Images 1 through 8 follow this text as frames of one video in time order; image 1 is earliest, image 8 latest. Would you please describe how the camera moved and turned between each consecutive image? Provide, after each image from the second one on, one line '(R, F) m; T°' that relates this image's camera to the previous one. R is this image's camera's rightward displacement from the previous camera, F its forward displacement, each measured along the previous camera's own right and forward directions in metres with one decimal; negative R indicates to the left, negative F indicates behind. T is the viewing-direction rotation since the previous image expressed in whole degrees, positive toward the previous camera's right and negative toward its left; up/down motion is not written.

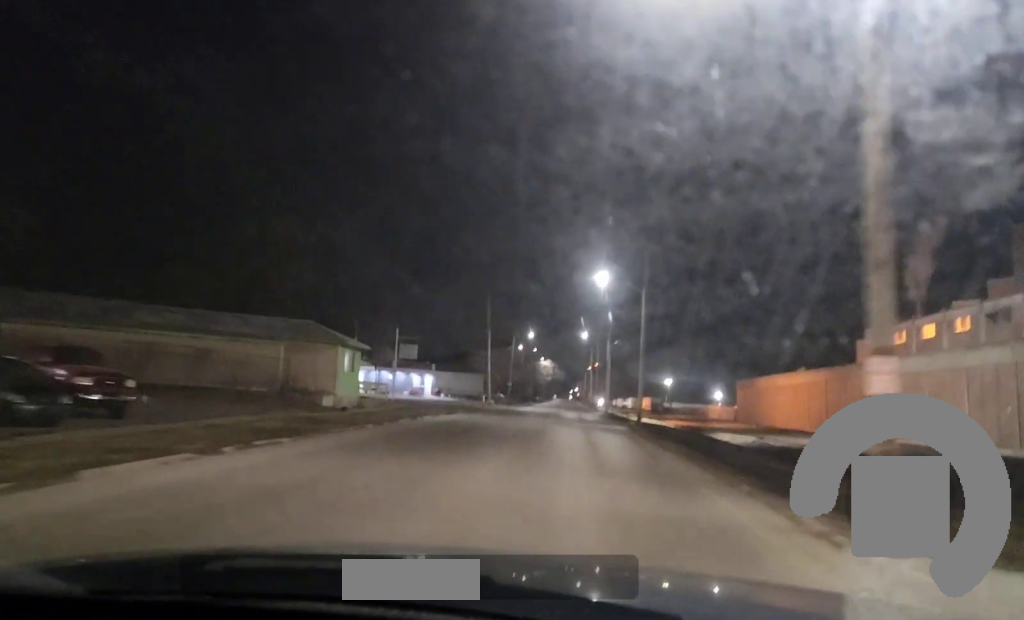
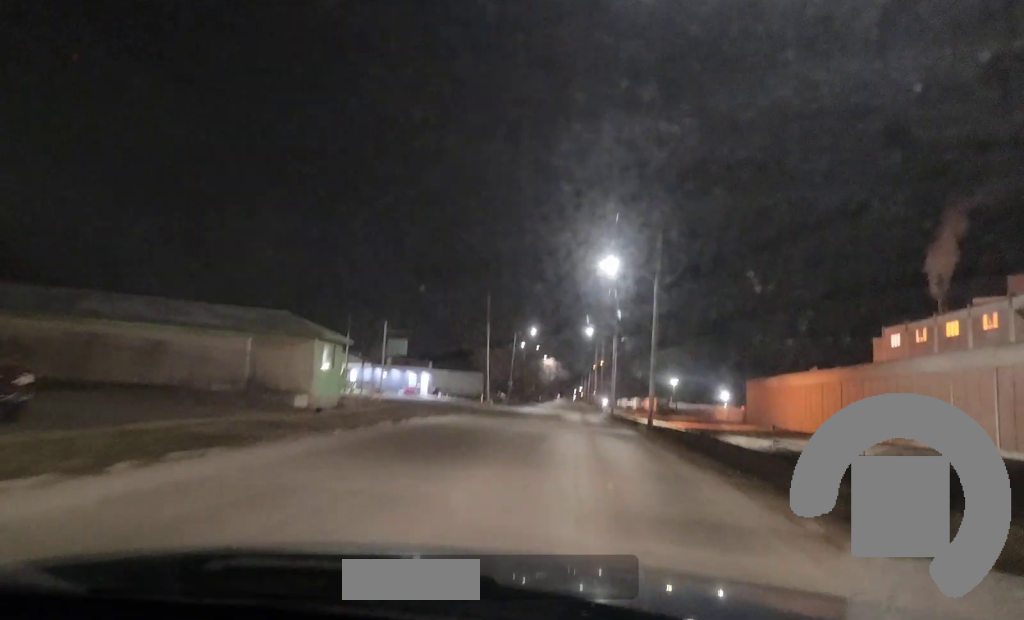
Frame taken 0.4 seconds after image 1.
(+0.1, +4.2) m; 0°
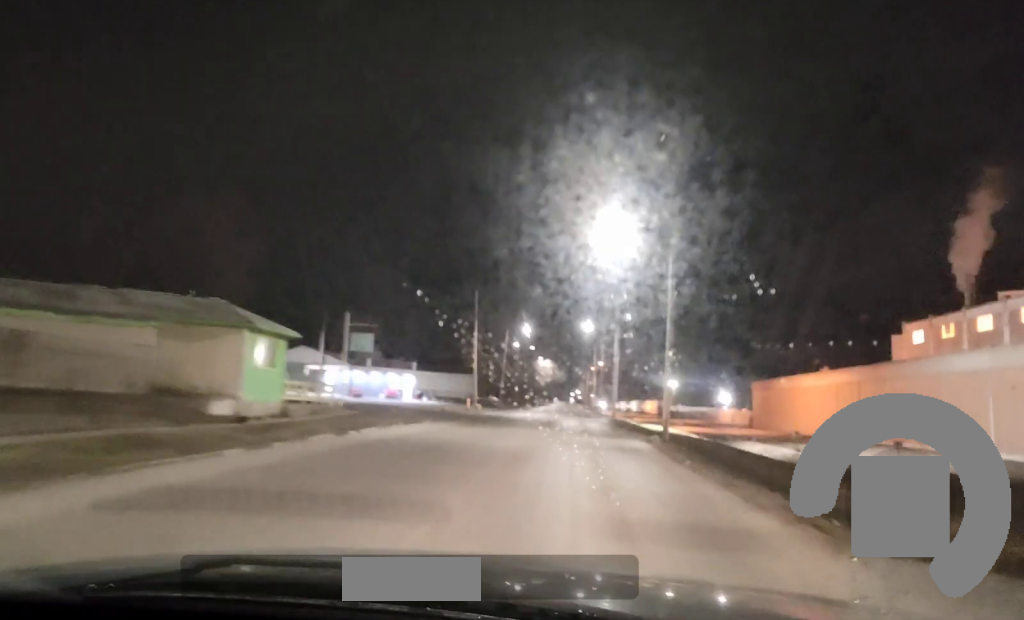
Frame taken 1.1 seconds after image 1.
(-0.1, +7.3) m; 0°
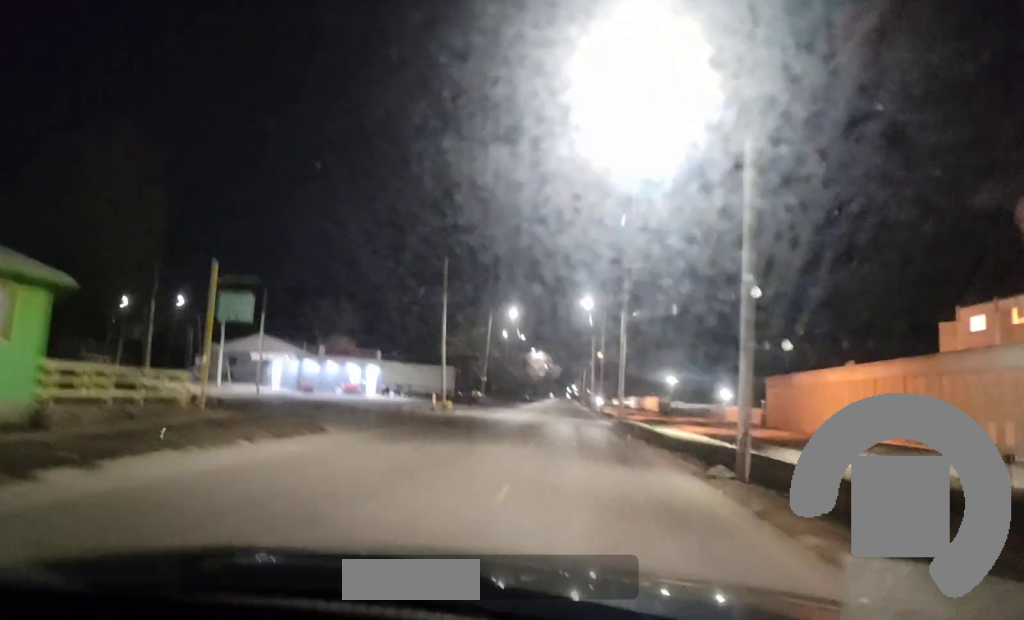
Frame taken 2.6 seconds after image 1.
(0.0, +16.3) m; 0°
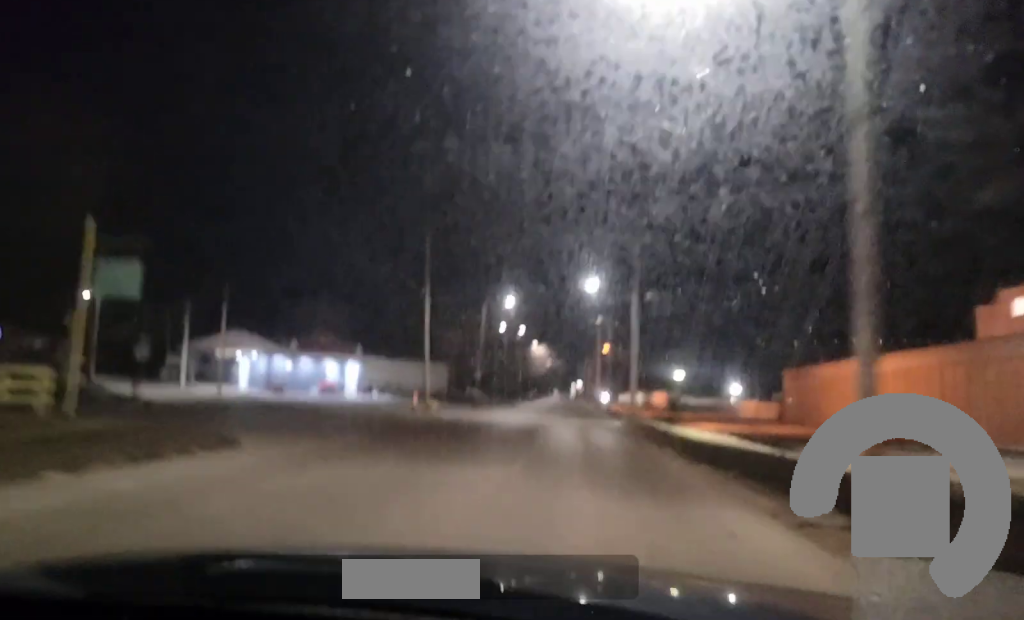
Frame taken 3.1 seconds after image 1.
(0.0, +6.4) m; 0°
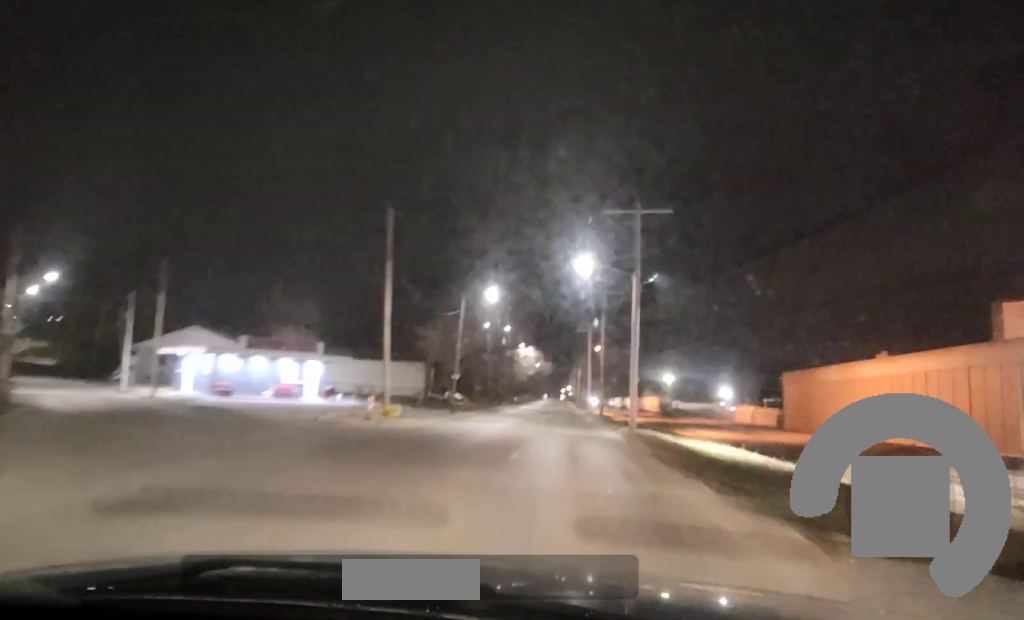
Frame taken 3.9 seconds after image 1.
(0.0, +8.6) m; 0°
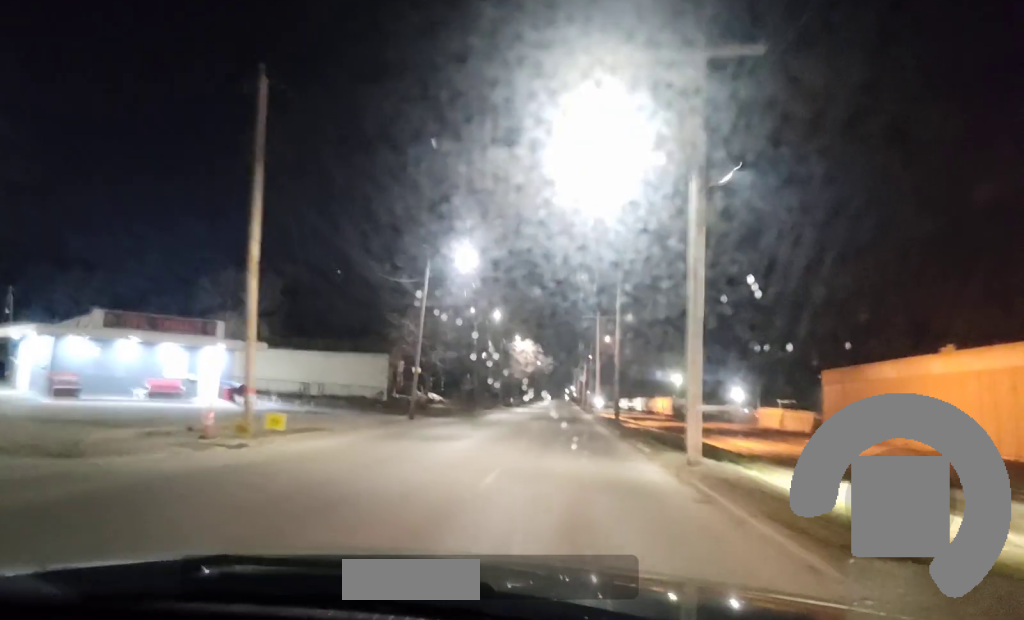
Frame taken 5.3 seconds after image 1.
(+0.1, +18.0) m; 0°
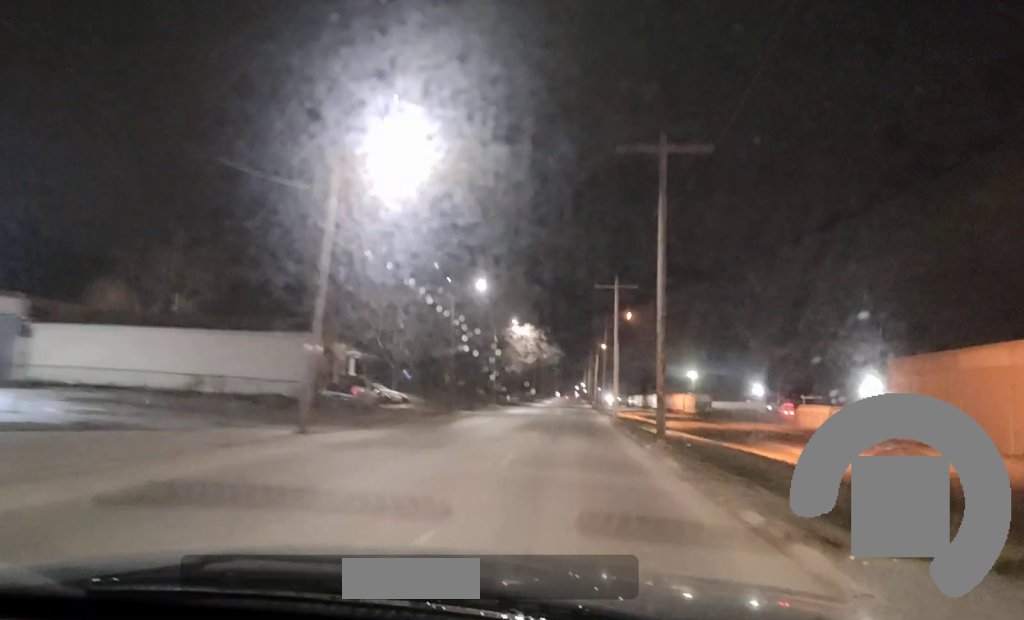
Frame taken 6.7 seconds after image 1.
(-0.1, +19.7) m; 0°
